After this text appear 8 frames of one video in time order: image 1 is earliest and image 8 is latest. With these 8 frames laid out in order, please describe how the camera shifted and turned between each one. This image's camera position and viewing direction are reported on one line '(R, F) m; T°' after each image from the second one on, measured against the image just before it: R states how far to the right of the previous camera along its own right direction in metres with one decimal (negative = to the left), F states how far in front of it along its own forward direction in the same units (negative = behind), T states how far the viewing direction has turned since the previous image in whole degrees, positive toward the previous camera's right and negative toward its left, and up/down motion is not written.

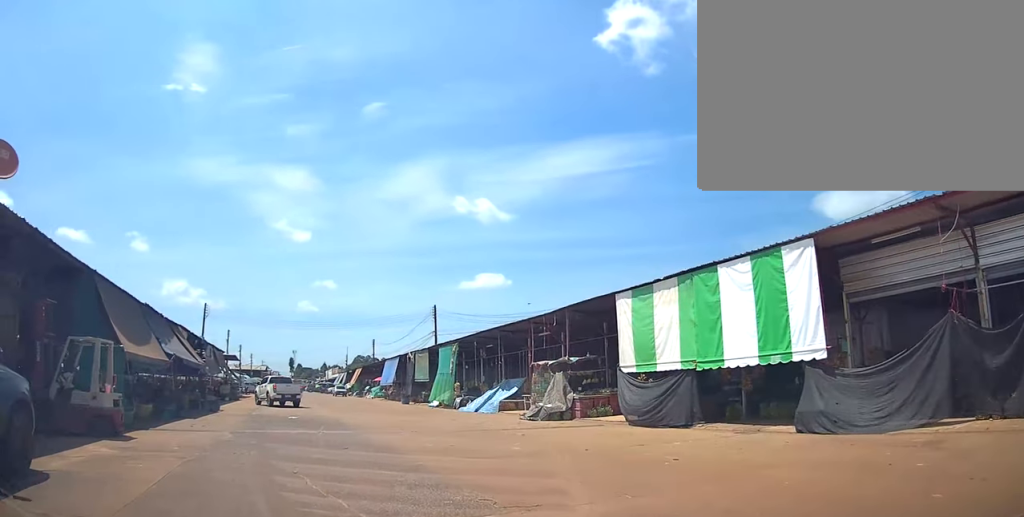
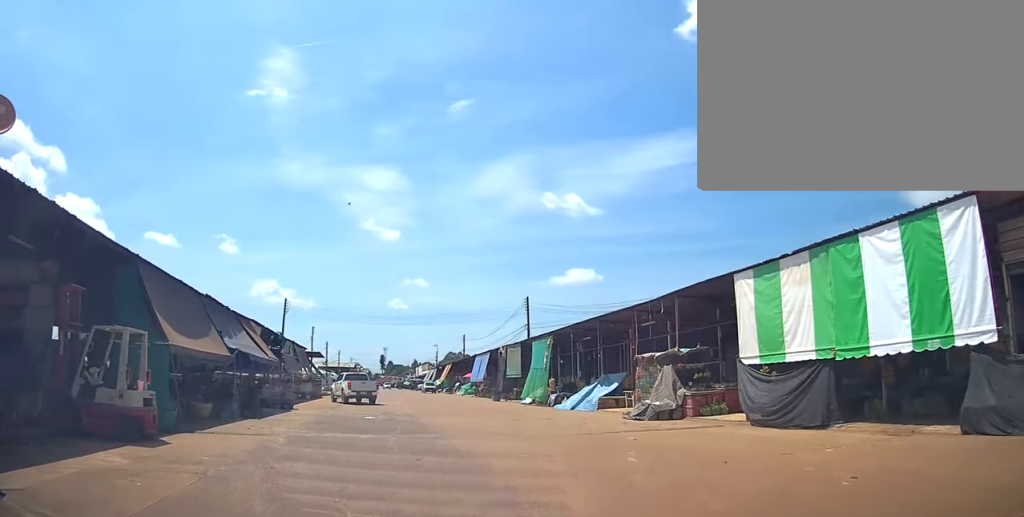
(-0.3, +2.0) m; -11°
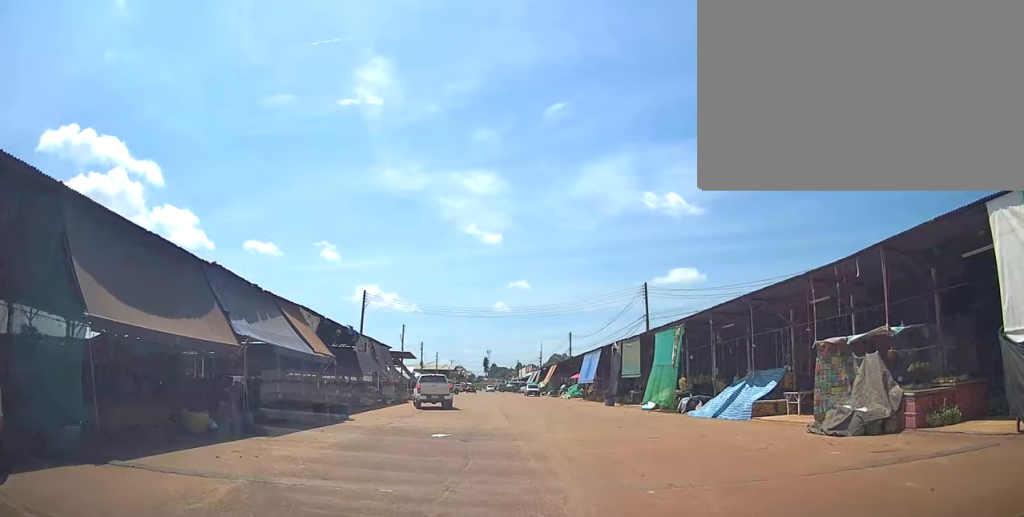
(-1.4, +5.2) m; -25°
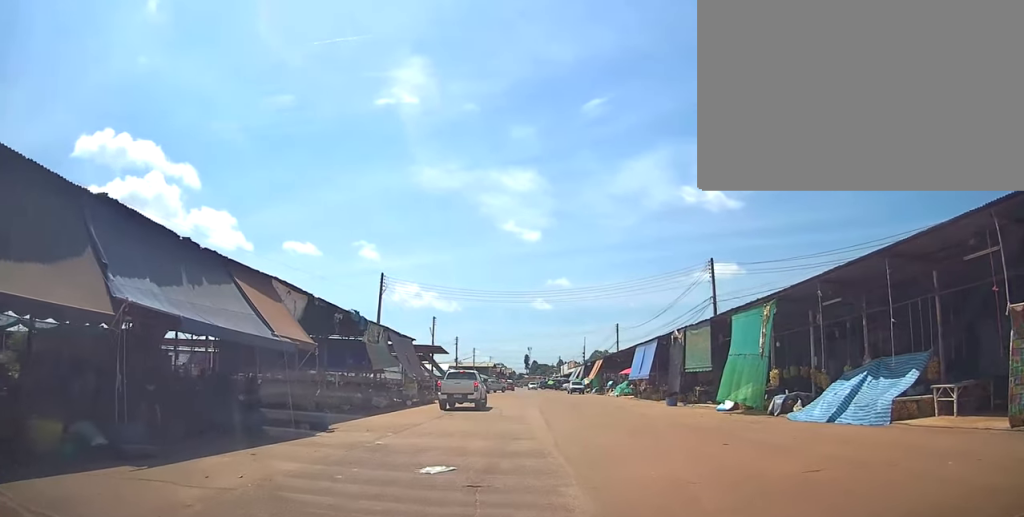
(-0.7, +5.1) m; -6°
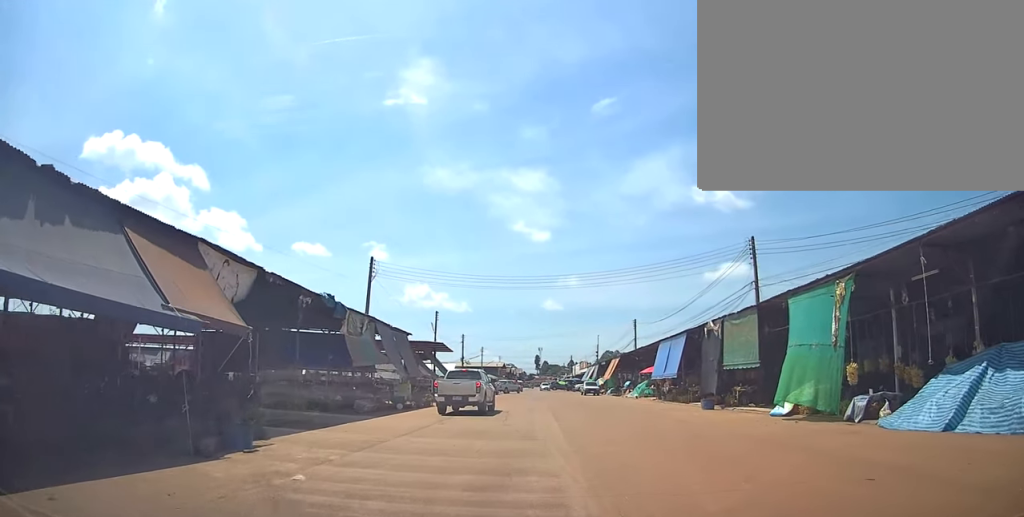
(+0.1, +4.4) m; -1°
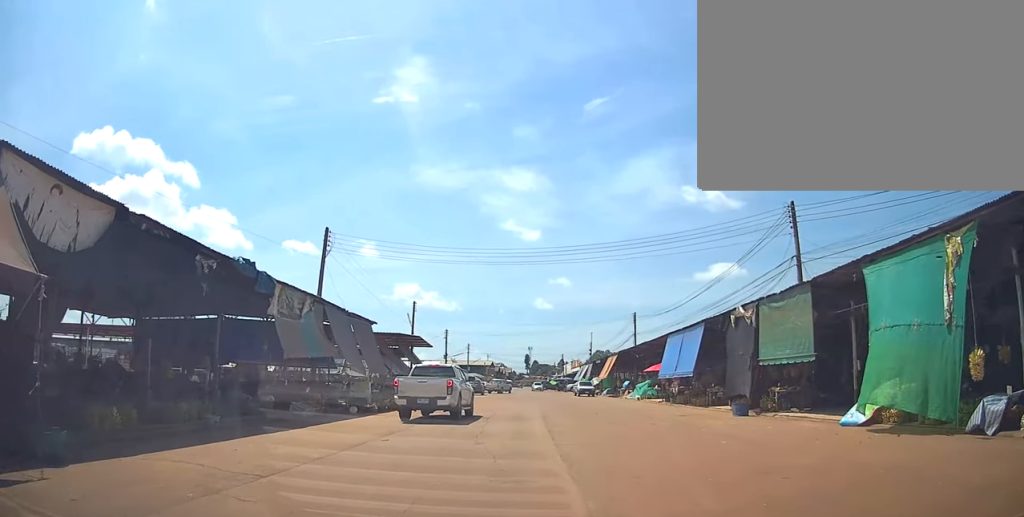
(-0.2, +5.6) m; -2°
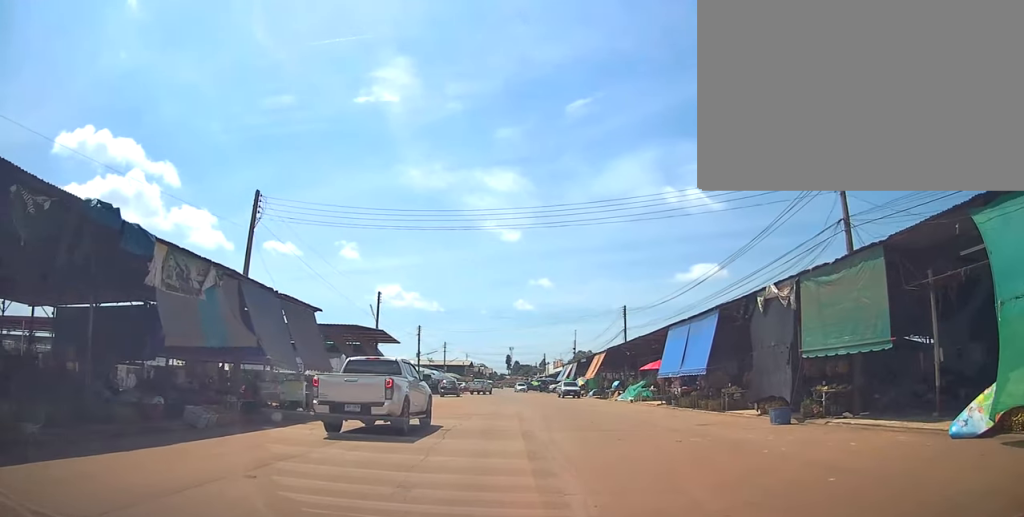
(0.0, +5.2) m; +2°
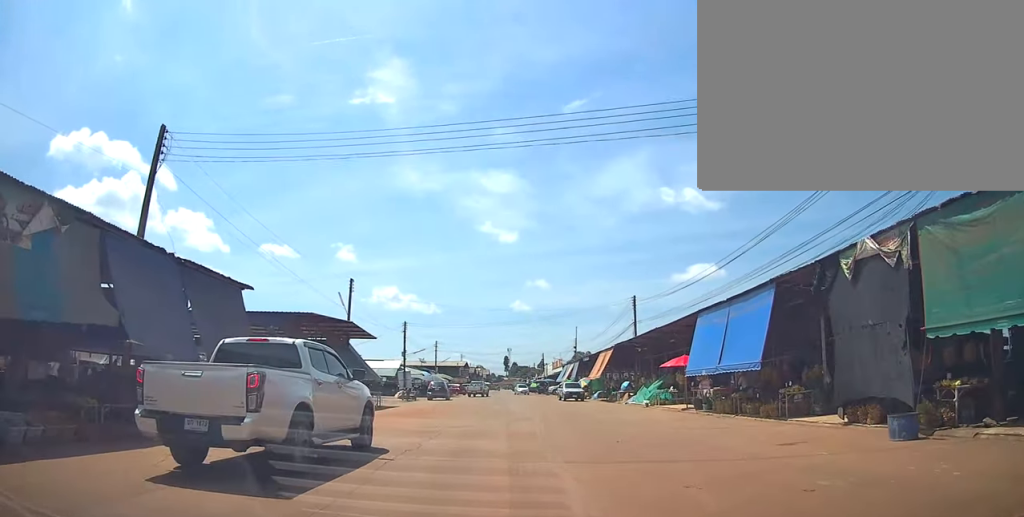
(+0.2, +6.0) m; 0°
